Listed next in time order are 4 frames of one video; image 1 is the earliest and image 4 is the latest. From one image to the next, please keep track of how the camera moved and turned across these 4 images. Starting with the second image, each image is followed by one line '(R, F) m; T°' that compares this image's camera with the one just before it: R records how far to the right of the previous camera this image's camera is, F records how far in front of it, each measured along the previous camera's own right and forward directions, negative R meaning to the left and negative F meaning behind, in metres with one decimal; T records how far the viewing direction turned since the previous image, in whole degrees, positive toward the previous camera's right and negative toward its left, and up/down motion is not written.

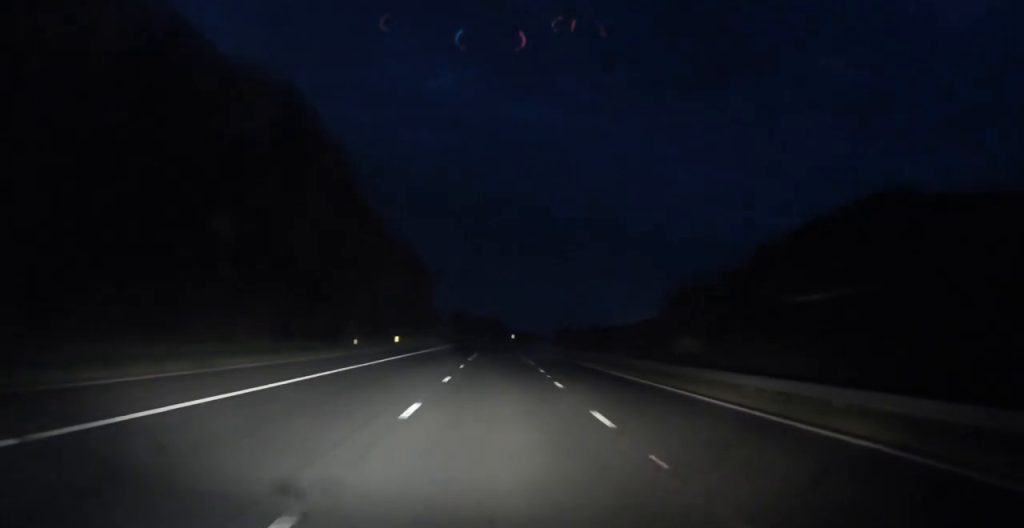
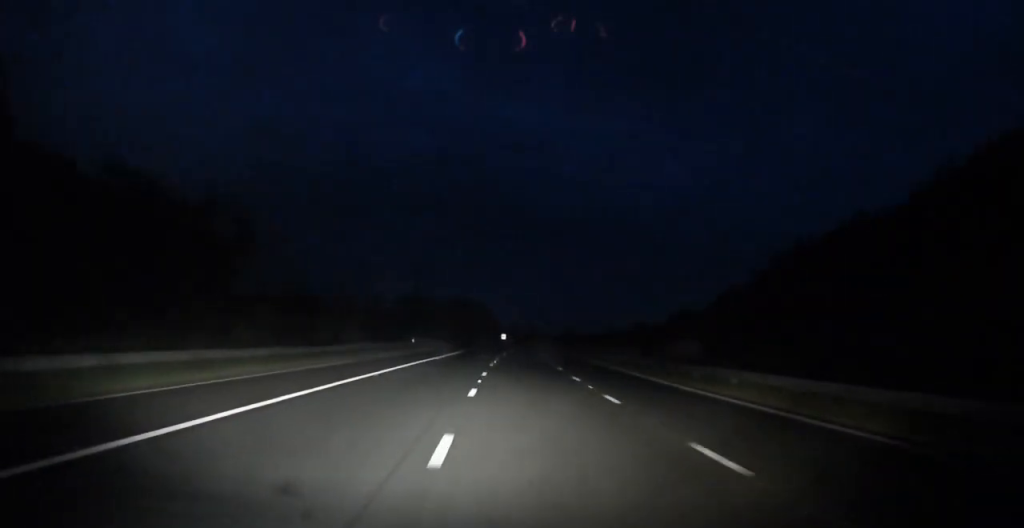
(+0.4, +91.7) m; +2°
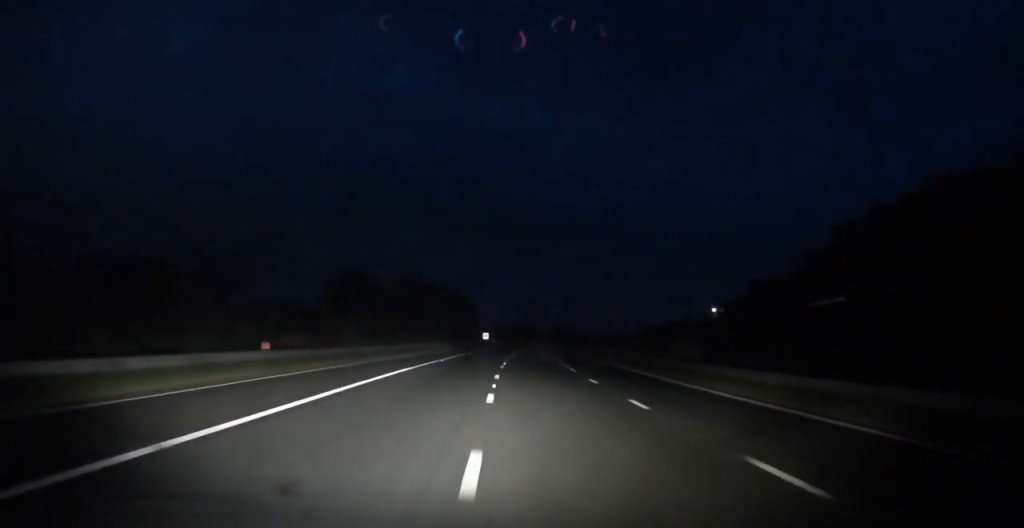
(+0.5, +36.3) m; +2°
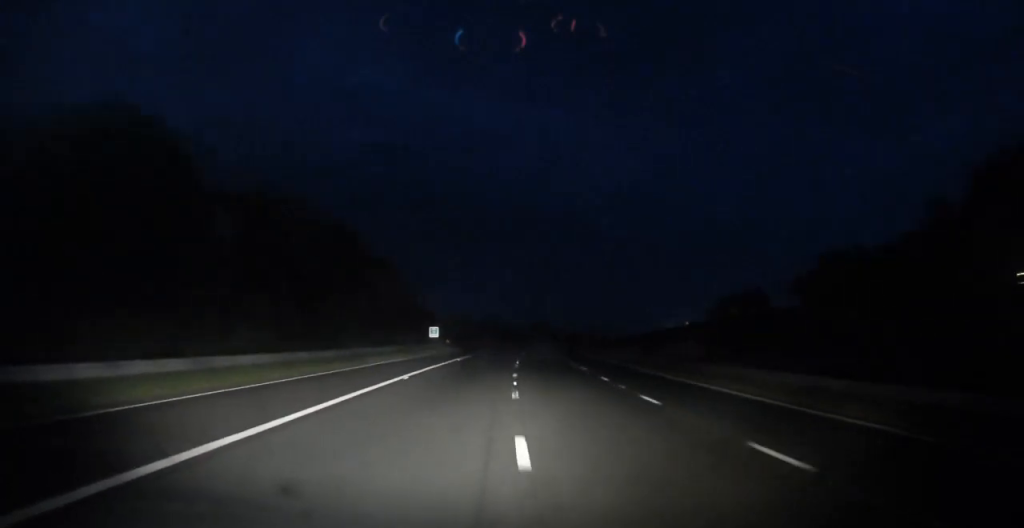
(+1.5, +51.0) m; +4°
